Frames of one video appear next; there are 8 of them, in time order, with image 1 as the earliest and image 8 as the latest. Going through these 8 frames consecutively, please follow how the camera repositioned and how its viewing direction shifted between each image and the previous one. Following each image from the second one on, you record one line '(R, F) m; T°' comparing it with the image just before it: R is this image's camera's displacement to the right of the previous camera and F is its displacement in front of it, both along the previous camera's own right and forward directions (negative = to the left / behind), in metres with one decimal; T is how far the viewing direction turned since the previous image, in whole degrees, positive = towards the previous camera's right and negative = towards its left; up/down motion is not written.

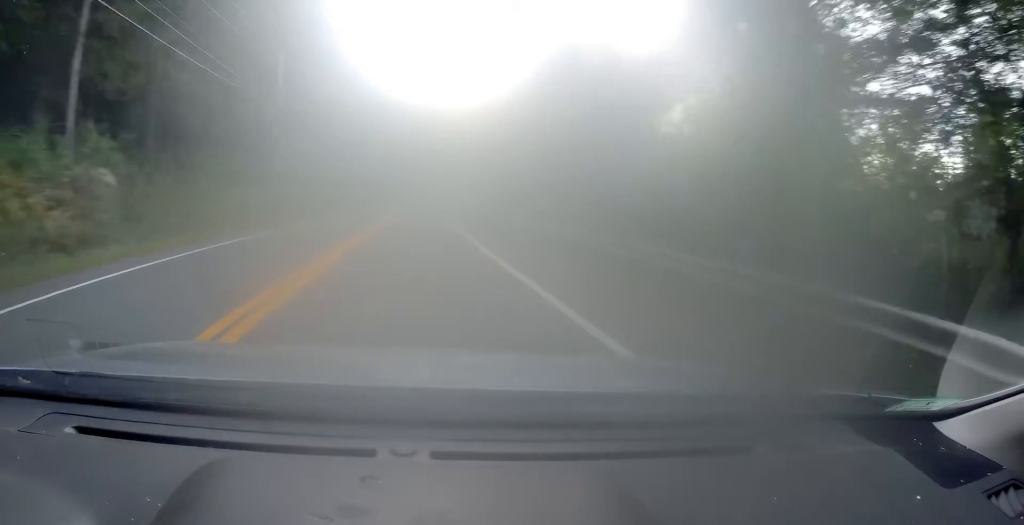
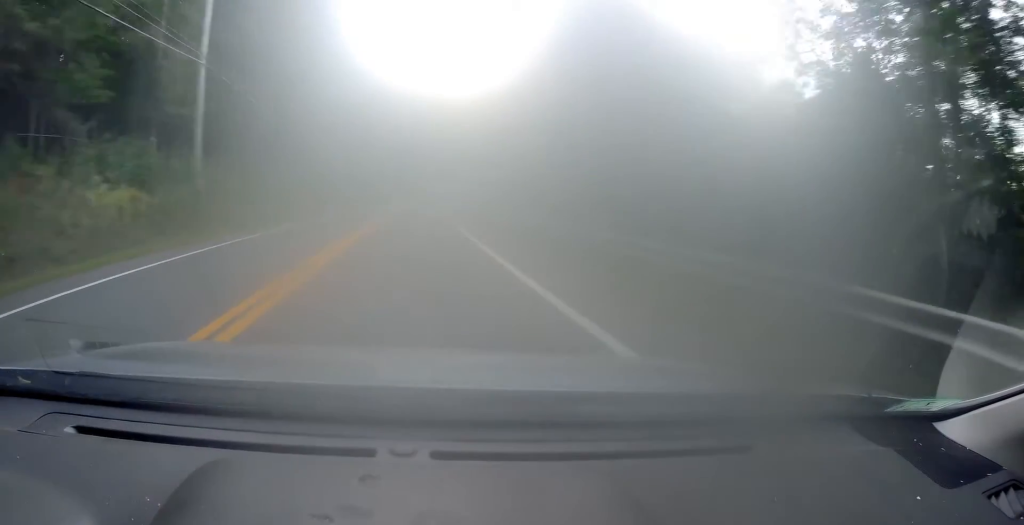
(+0.1, +12.2) m; +1°
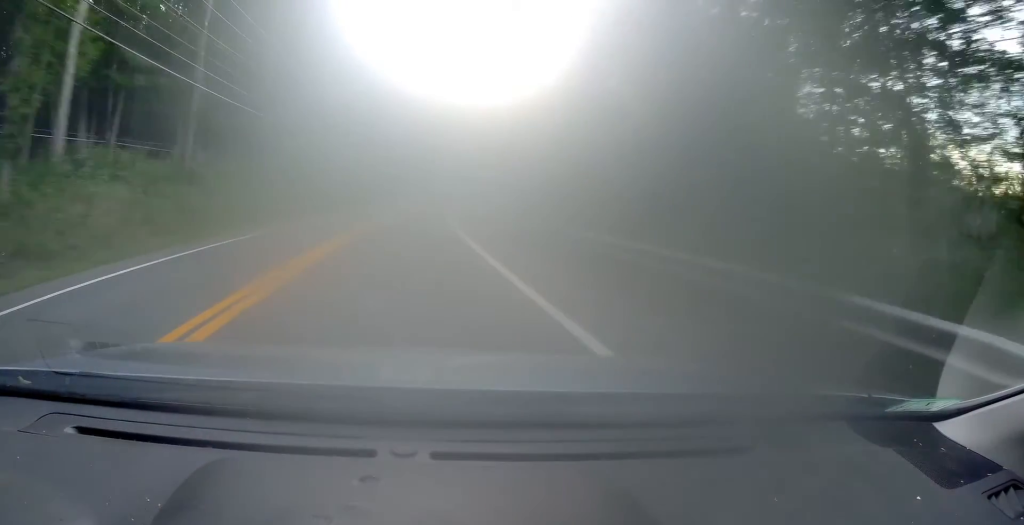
(+0.5, +24.3) m; +2°
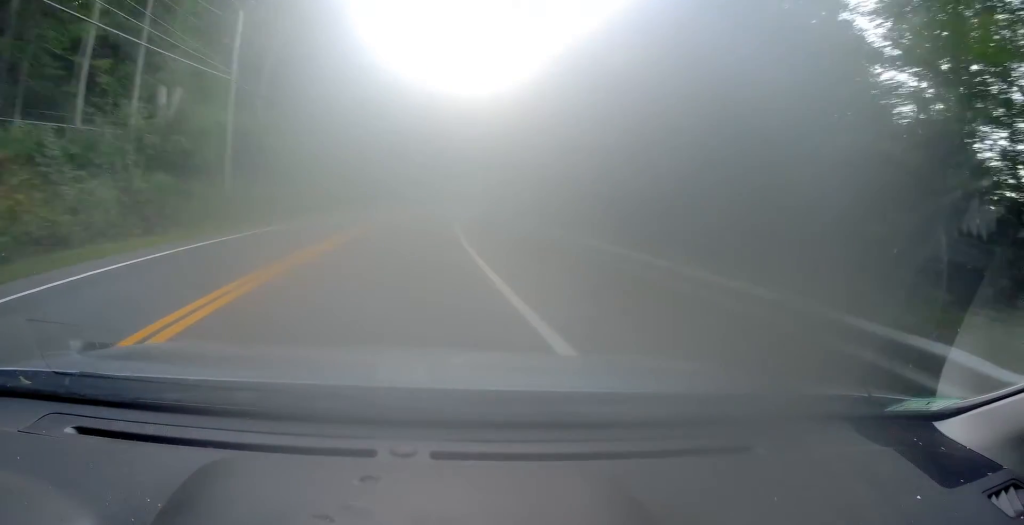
(+0.2, +24.2) m; +2°
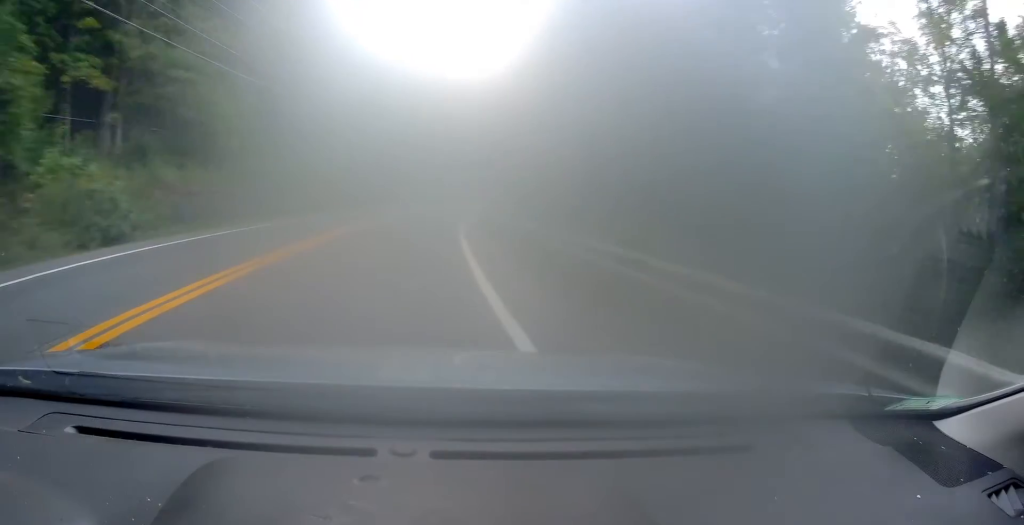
(+0.8, +33.1) m; +5°
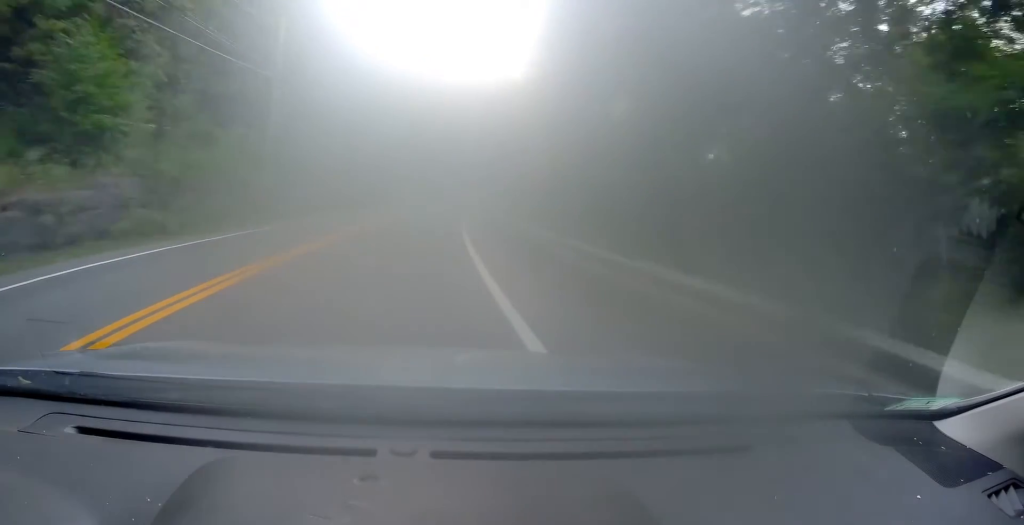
(0.0, +10.8) m; +2°
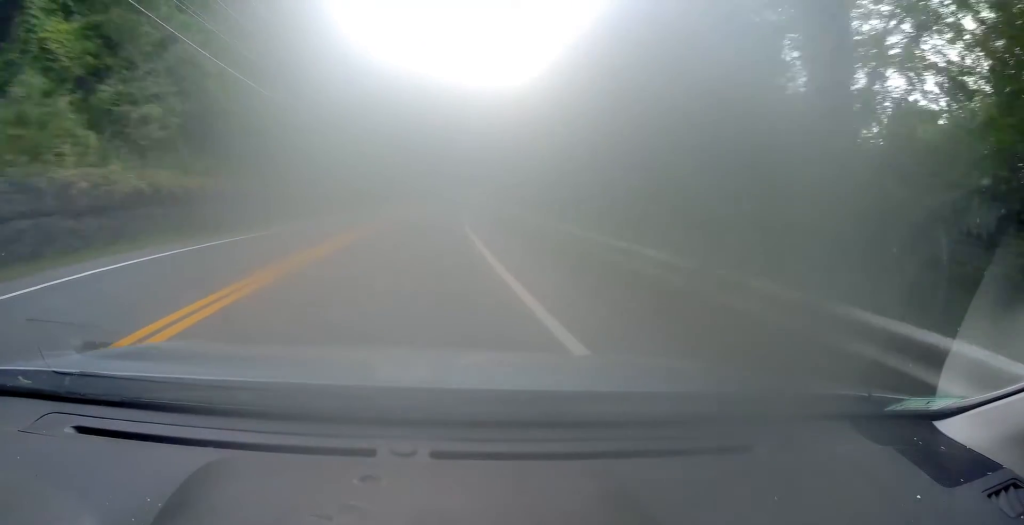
(+1.9, +27.4) m; +5°
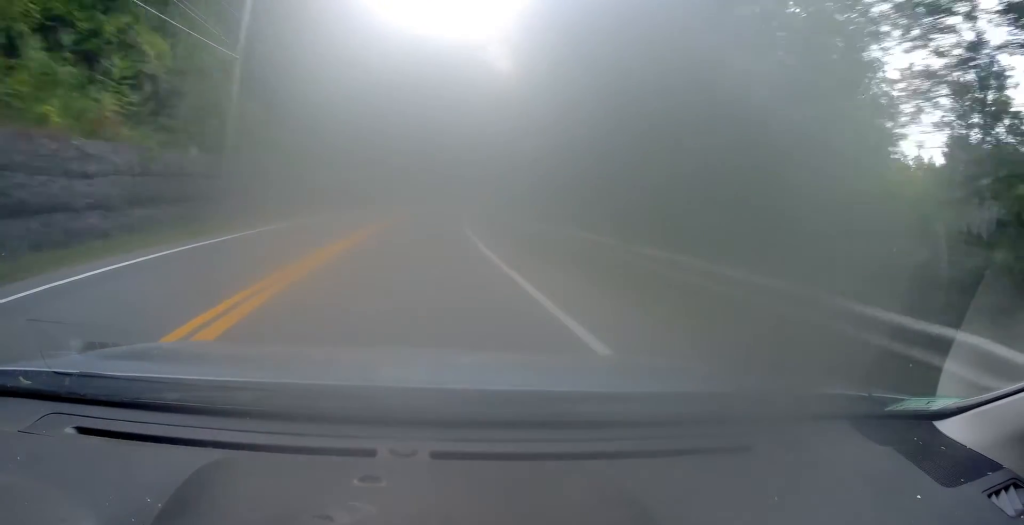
(+0.7, +32.1) m; +5°
